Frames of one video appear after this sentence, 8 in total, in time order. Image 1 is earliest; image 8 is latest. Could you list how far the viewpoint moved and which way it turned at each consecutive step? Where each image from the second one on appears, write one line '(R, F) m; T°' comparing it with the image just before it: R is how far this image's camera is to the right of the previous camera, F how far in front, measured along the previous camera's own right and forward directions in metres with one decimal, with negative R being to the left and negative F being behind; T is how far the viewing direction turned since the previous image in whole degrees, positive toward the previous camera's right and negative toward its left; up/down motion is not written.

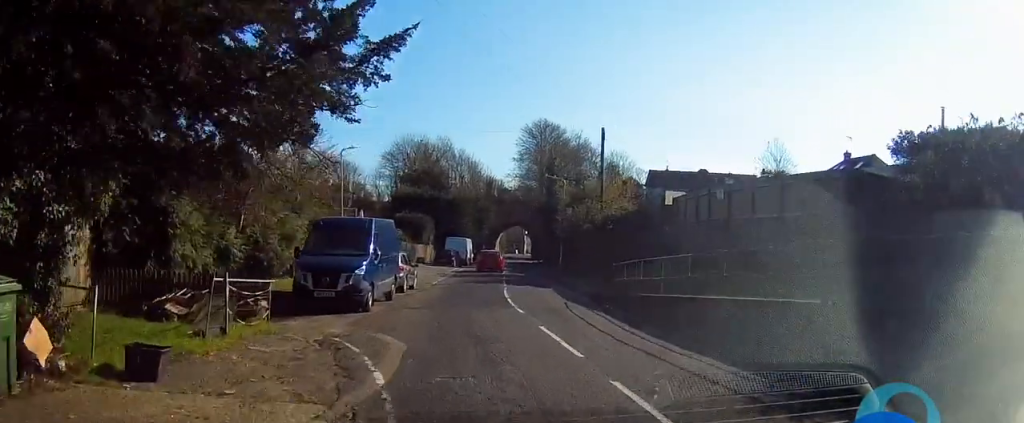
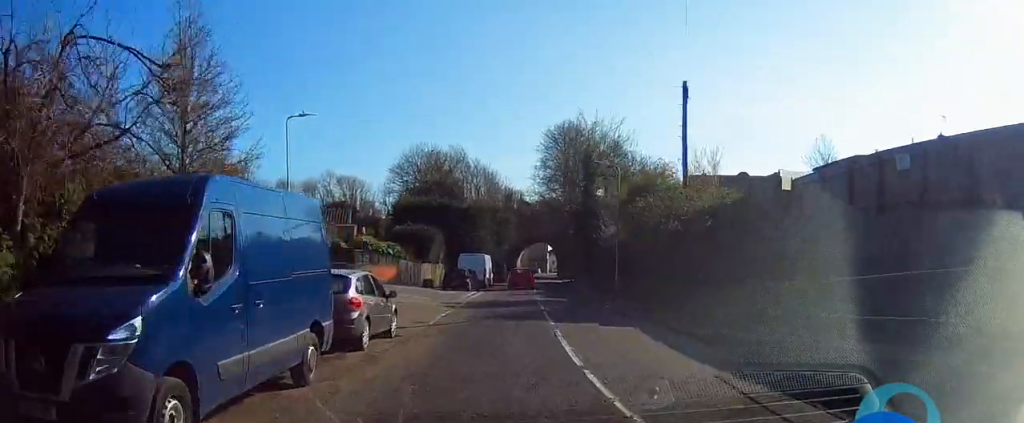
(-0.6, +12.0) m; -3°
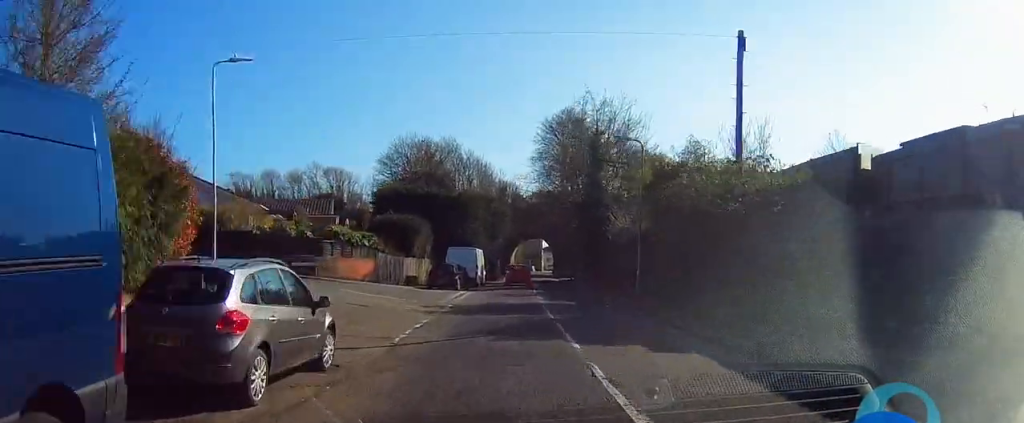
(-0.1, +5.7) m; 0°
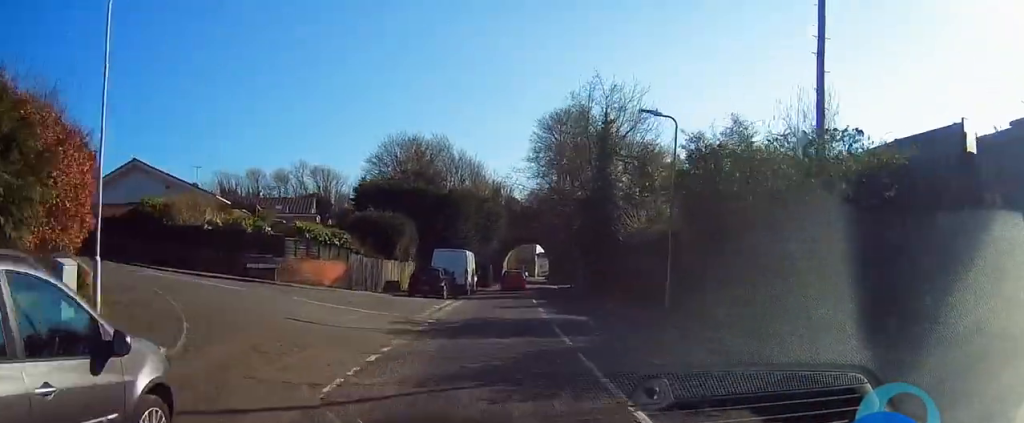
(+0.1, +5.2) m; +1°
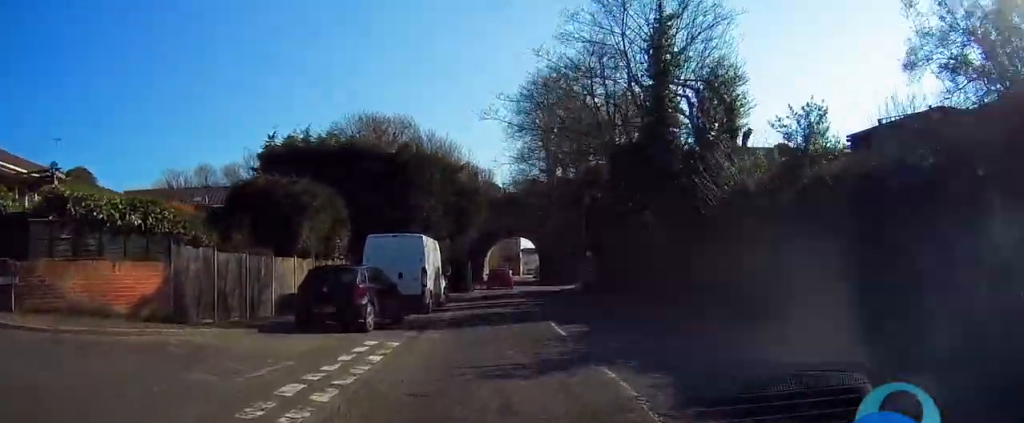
(+0.4, +15.7) m; +2°
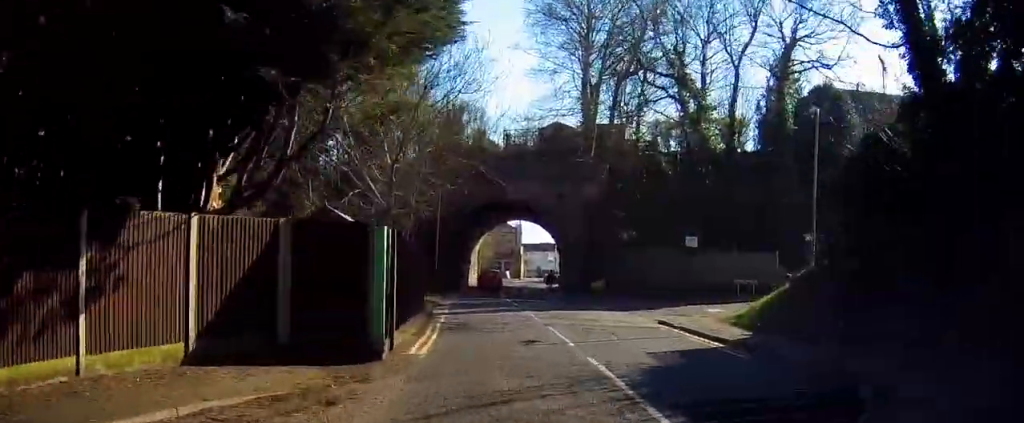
(+0.3, +32.3) m; +1°
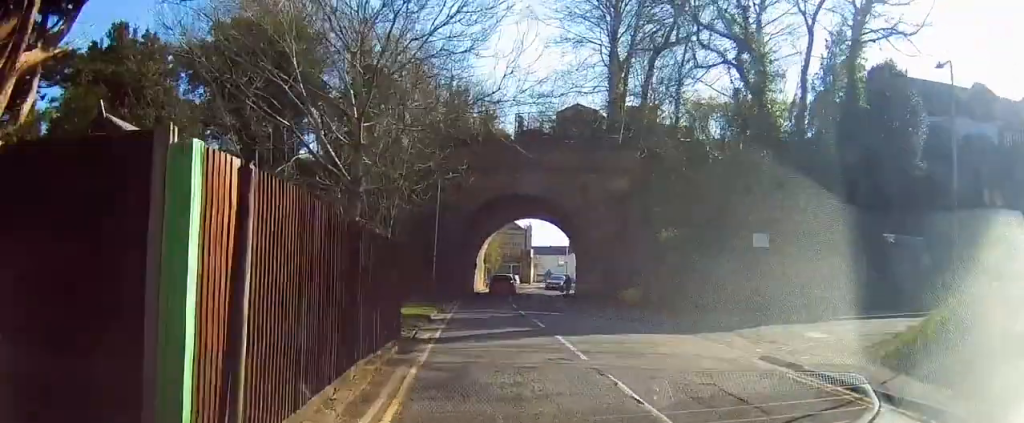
(0.0, +6.8) m; 0°
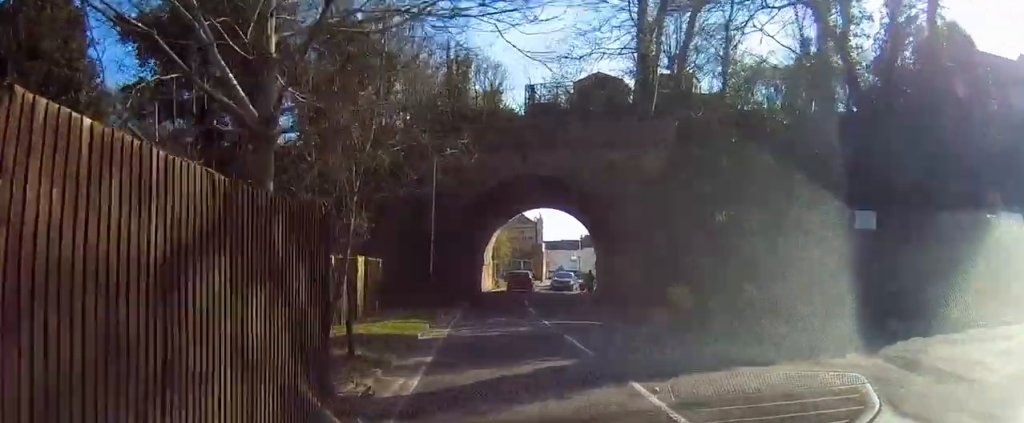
(0.0, +6.3) m; 0°
